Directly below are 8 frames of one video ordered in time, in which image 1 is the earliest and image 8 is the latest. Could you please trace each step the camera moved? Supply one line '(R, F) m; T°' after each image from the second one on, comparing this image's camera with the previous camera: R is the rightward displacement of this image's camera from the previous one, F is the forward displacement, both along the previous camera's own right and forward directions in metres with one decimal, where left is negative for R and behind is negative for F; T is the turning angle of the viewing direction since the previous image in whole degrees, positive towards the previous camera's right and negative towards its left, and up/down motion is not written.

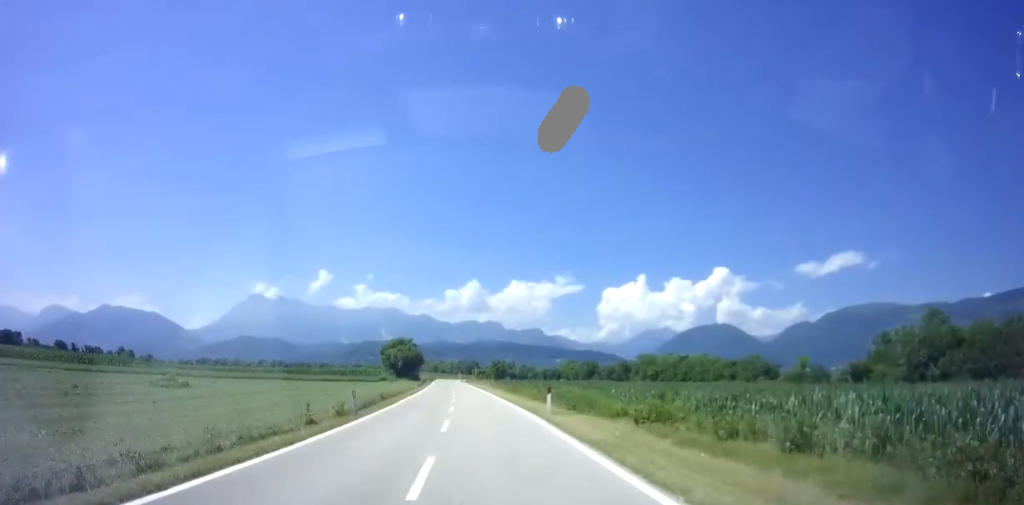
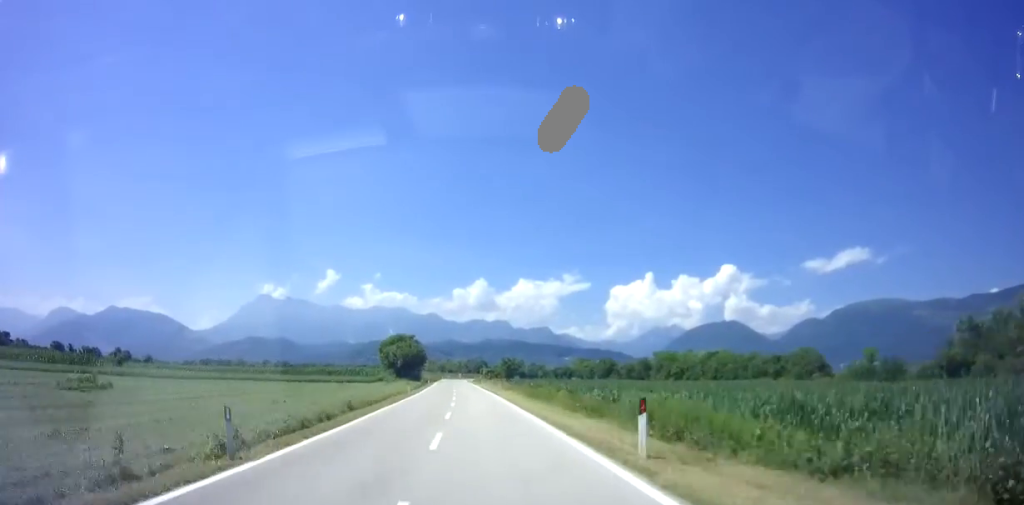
(0.0, +10.9) m; -1°
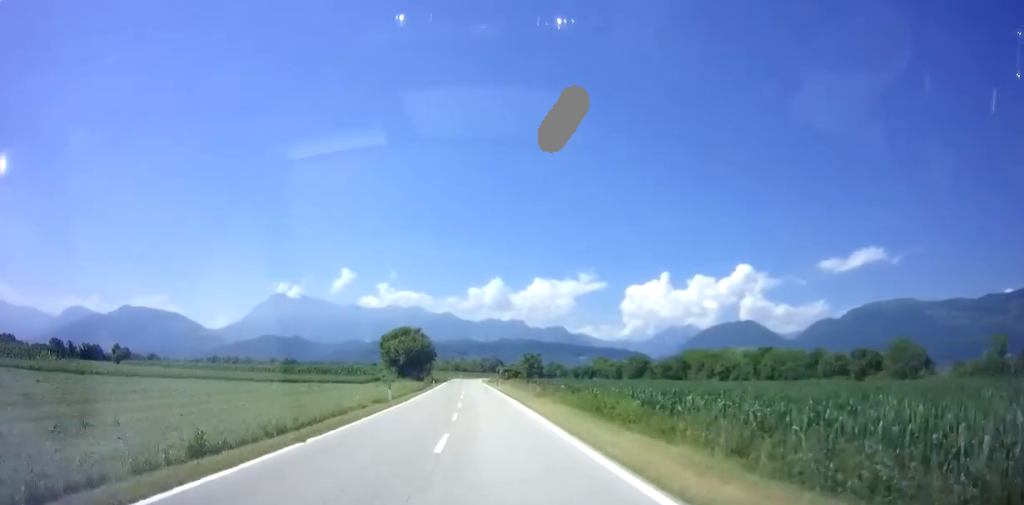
(-0.2, +14.9) m; -1°
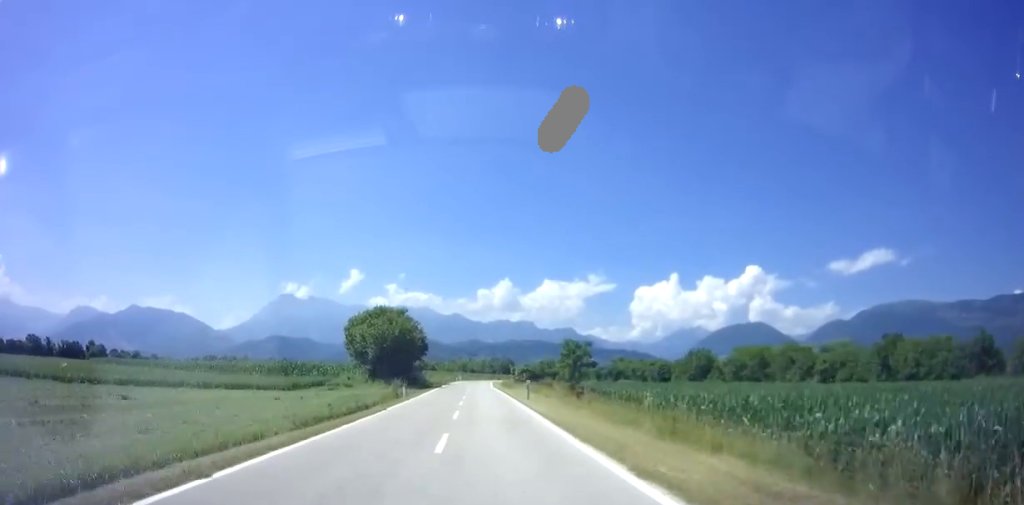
(-0.2, +29.3) m; 0°
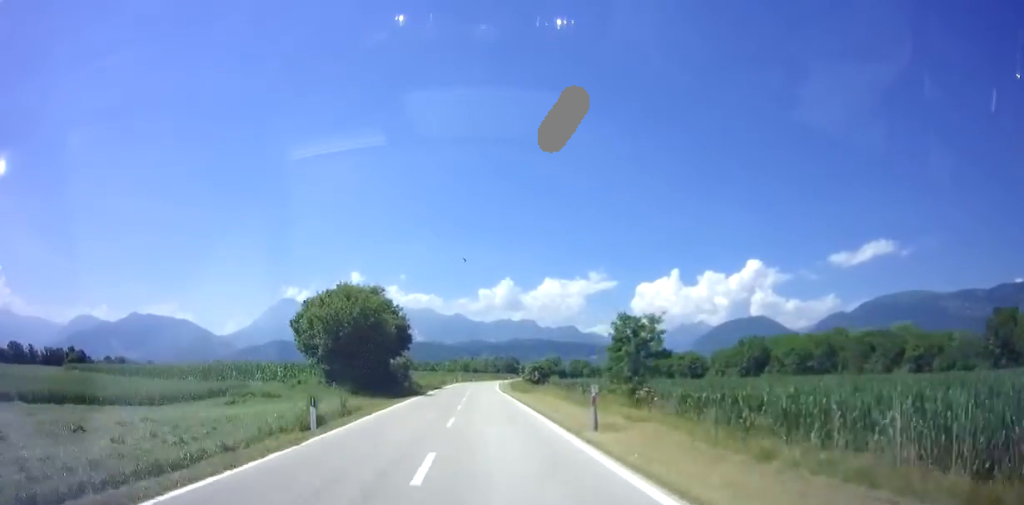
(+0.1, +17.6) m; 0°
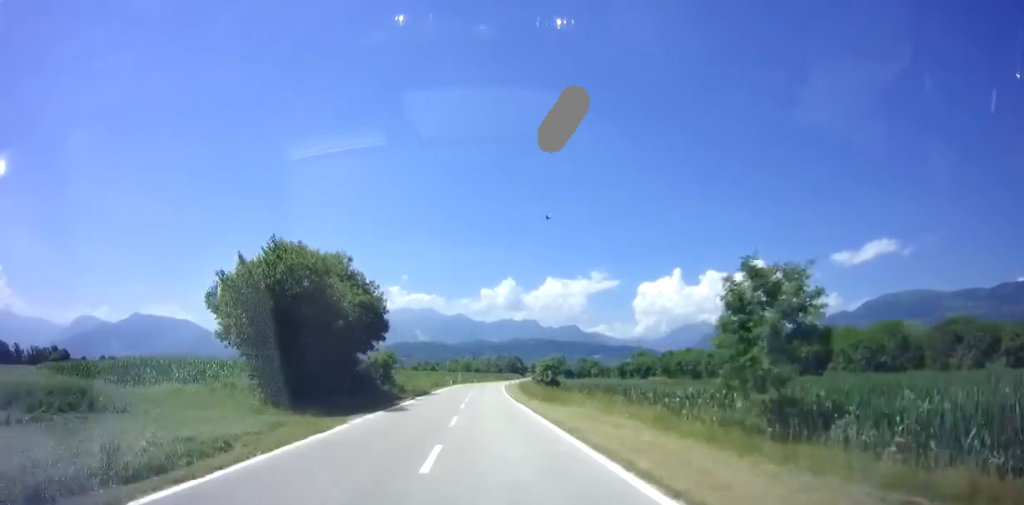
(-0.1, +14.4) m; 0°
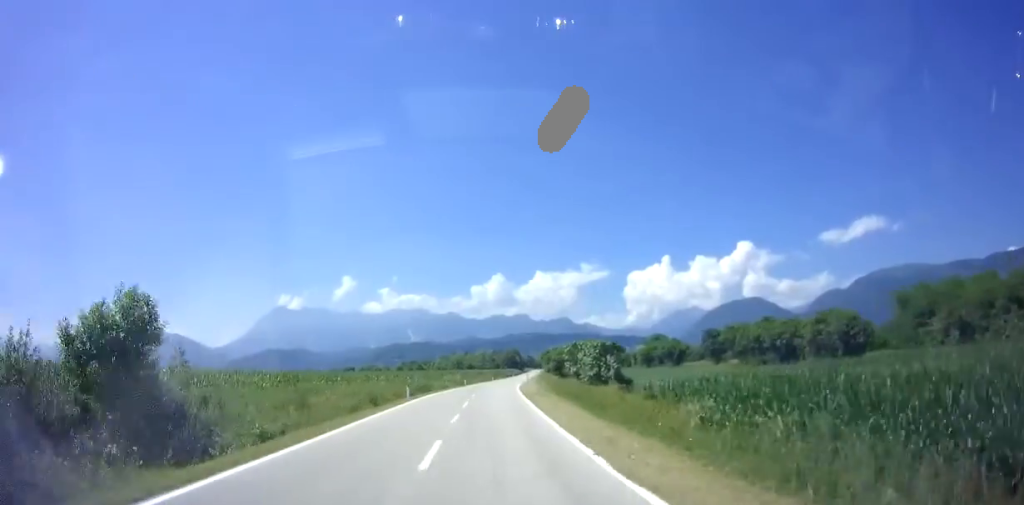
(+0.6, +36.0) m; +2°
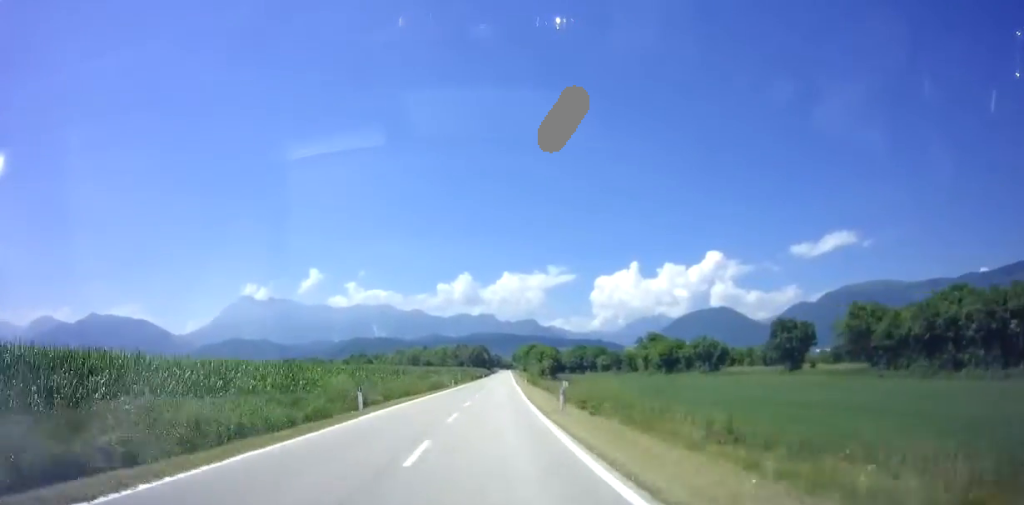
(+1.2, +44.2) m; +3°
